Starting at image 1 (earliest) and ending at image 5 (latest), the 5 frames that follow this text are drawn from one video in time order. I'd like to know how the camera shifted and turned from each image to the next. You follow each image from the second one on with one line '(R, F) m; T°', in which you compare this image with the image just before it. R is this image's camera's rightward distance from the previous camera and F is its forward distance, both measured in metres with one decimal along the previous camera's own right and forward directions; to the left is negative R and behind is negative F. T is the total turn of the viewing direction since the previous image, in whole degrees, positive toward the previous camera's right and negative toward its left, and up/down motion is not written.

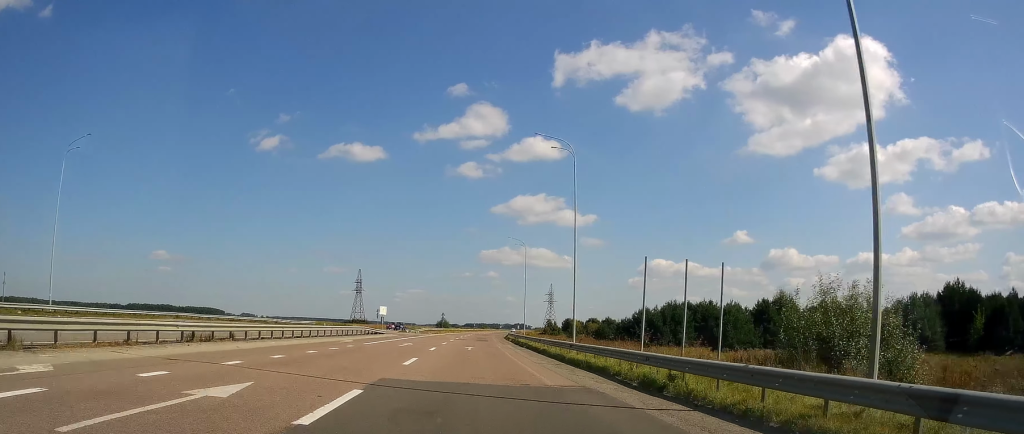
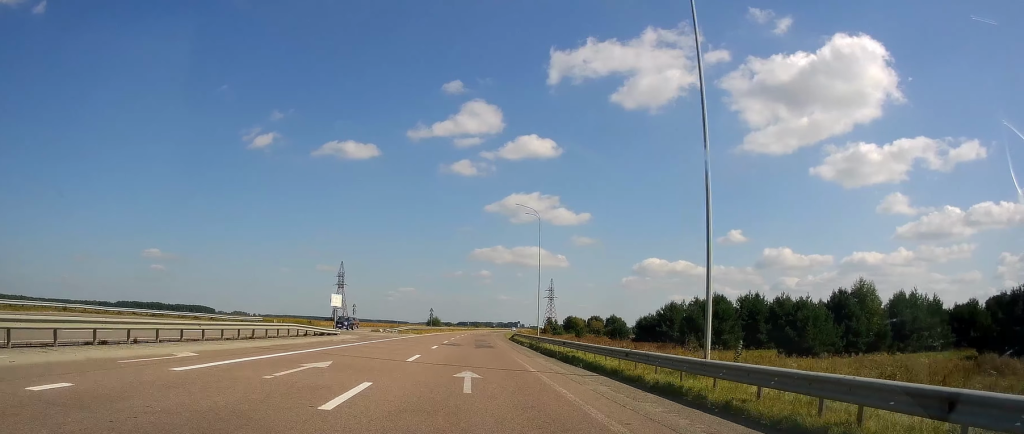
(0.0, +22.8) m; +1°
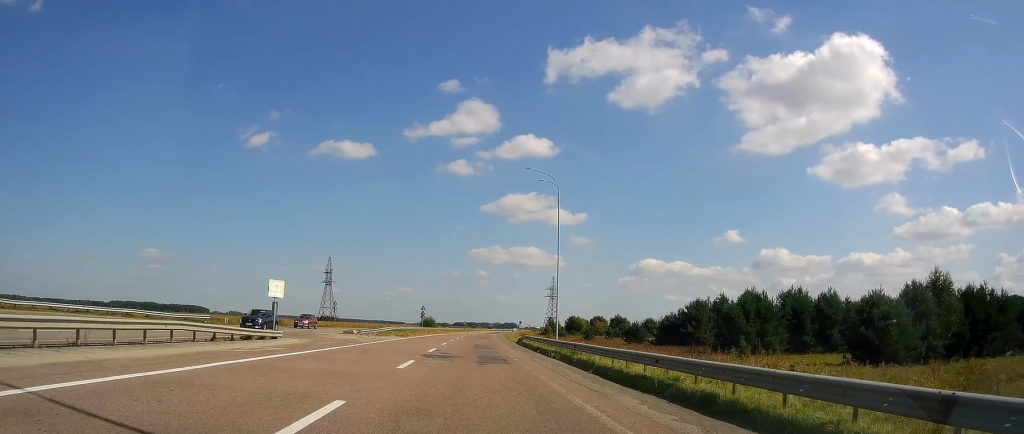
(+0.1, +14.3) m; +1°
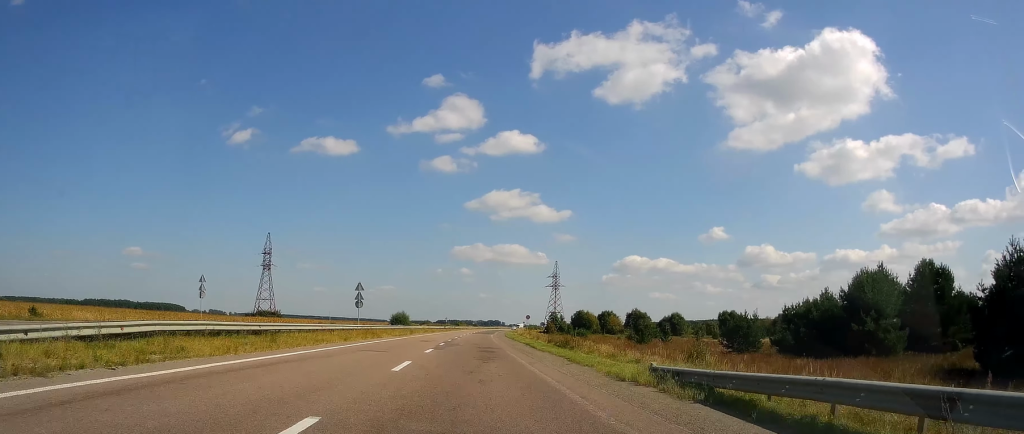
(+1.2, +49.8) m; +2°
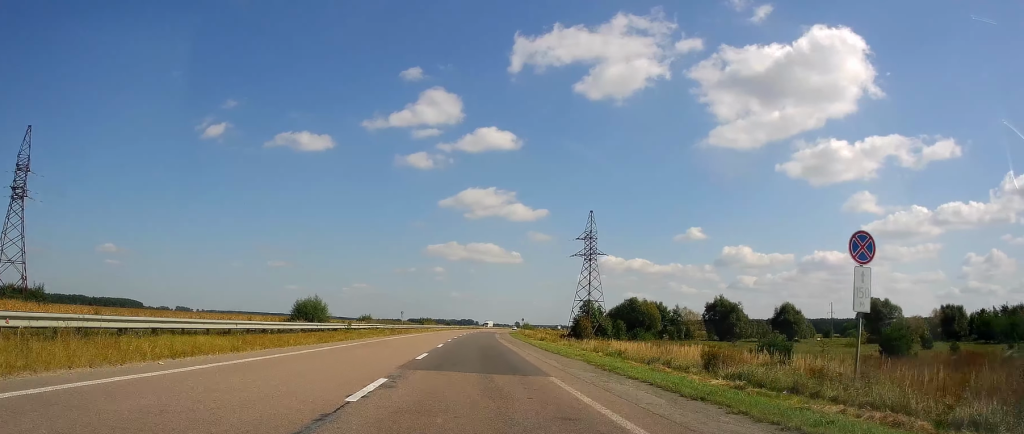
(+3.0, +89.5) m; +3°
